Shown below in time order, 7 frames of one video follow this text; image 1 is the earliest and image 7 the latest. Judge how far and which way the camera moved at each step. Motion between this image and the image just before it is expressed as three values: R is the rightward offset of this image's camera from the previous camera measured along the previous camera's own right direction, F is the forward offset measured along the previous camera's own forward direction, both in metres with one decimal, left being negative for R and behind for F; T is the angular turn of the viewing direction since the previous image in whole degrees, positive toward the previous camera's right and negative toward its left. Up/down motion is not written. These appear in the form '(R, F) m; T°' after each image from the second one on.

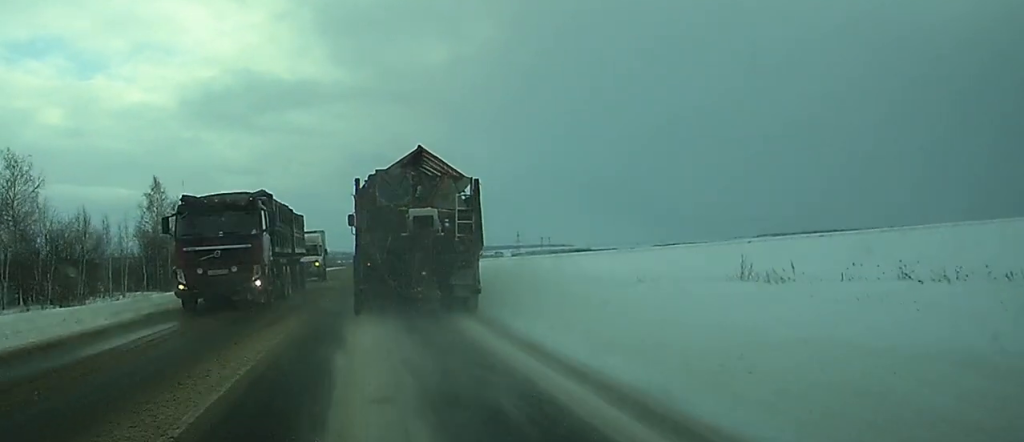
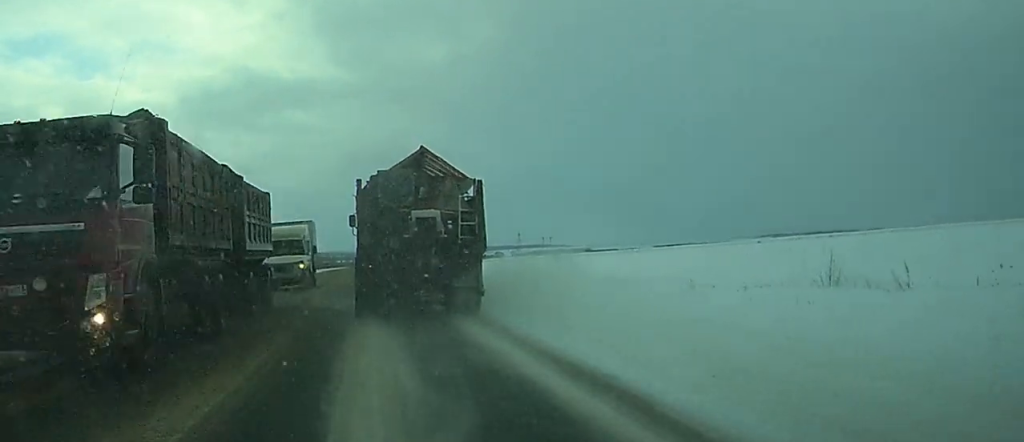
(0.0, +7.2) m; 0°
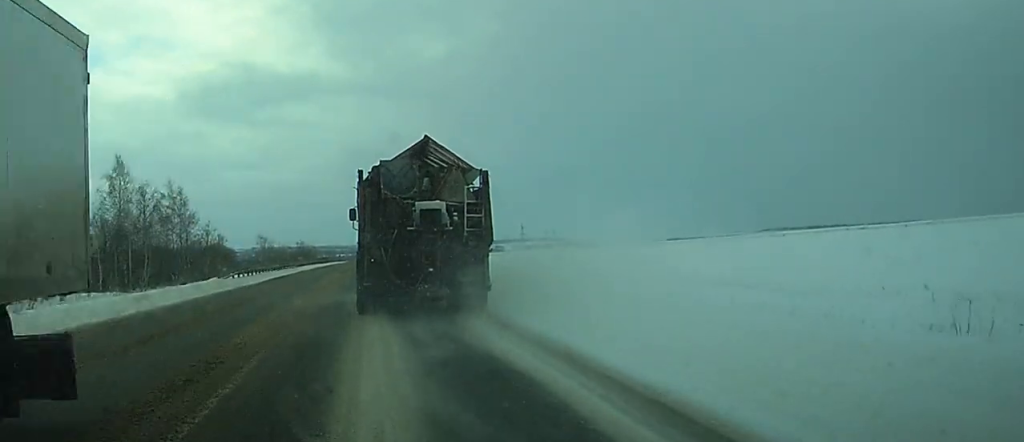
(0.0, +19.1) m; 0°
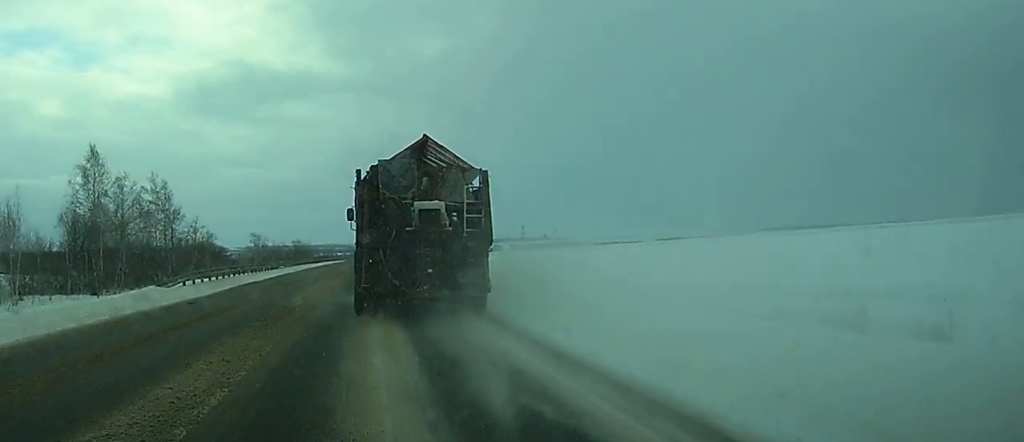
(0.0, +13.4) m; 0°
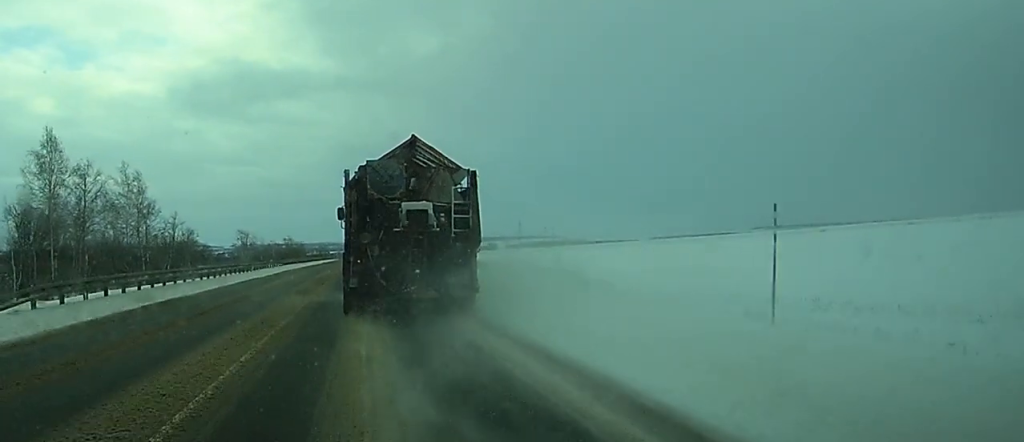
(0.0, +17.1) m; 0°
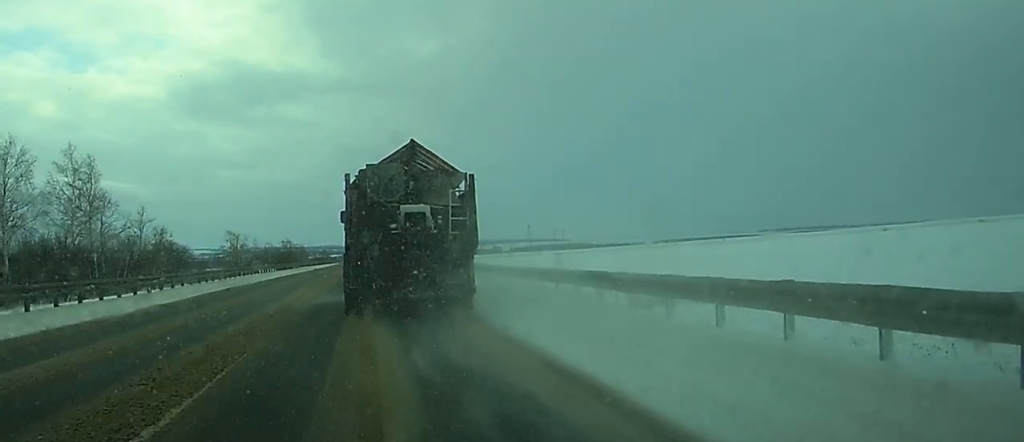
(+0.3, +31.2) m; 0°
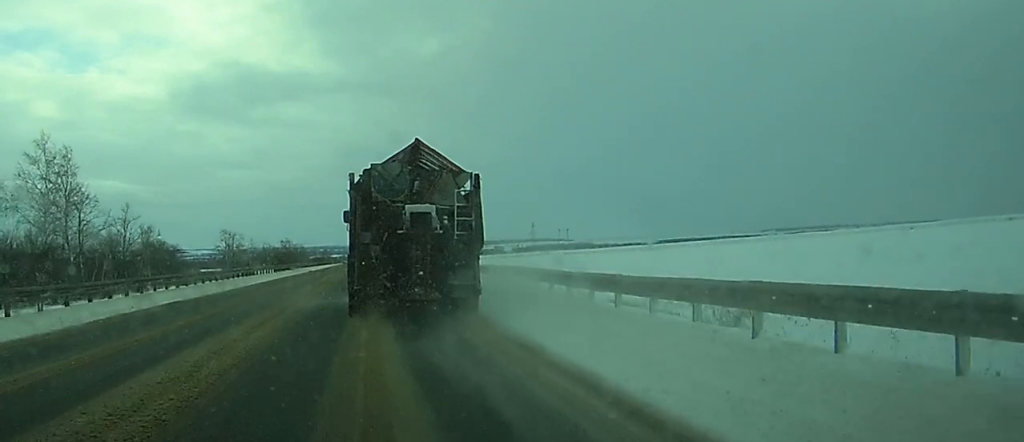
(0.0, +11.1) m; 0°
